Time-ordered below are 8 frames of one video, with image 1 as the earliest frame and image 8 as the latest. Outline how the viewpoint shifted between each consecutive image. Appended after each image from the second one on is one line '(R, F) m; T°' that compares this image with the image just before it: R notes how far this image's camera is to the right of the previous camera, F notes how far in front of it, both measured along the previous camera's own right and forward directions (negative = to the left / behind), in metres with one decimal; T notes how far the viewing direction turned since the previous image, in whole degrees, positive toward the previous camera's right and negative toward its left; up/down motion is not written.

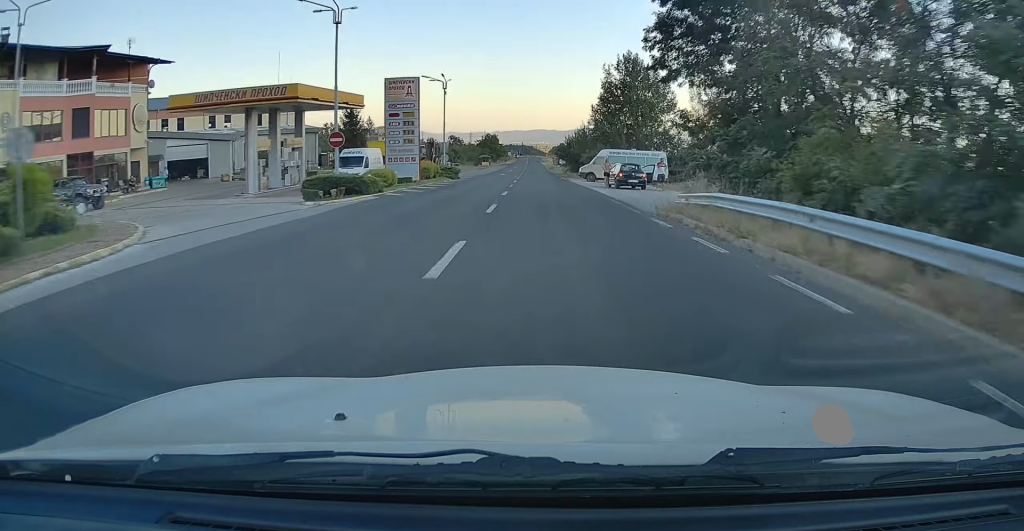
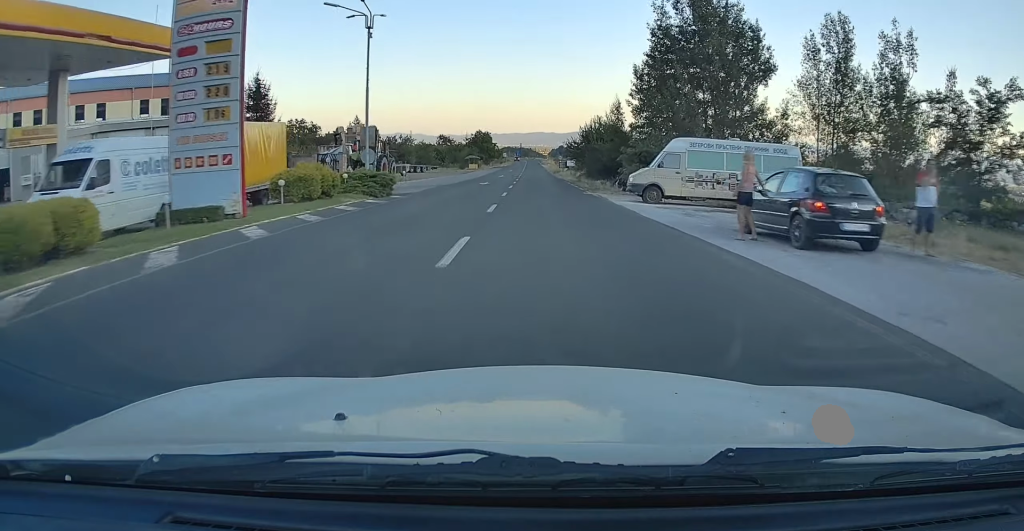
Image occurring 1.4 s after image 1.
(+0.3, +25.3) m; +1°
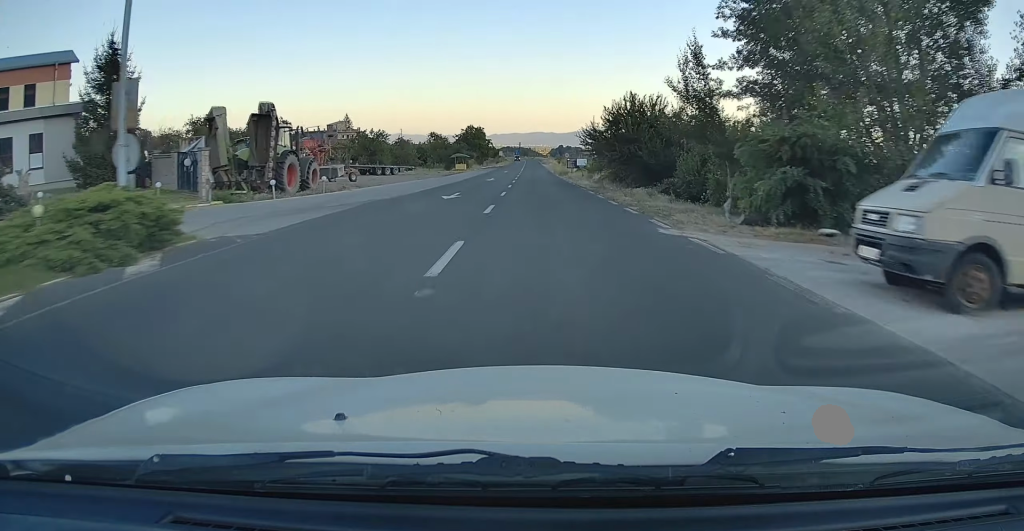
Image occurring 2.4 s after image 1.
(0.0, +18.1) m; 0°
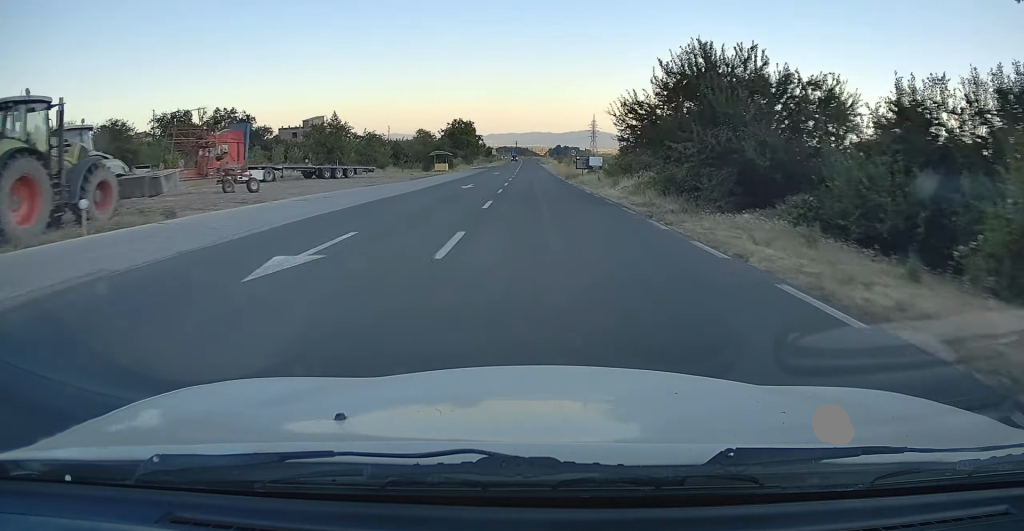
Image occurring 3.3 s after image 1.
(-0.1, +16.9) m; 0°
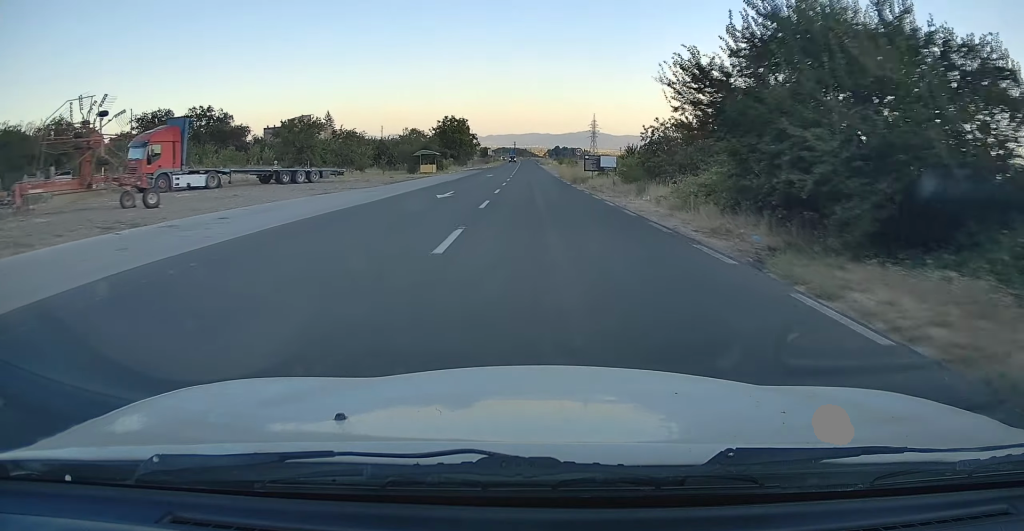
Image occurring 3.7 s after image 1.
(0.0, +8.3) m; 0°
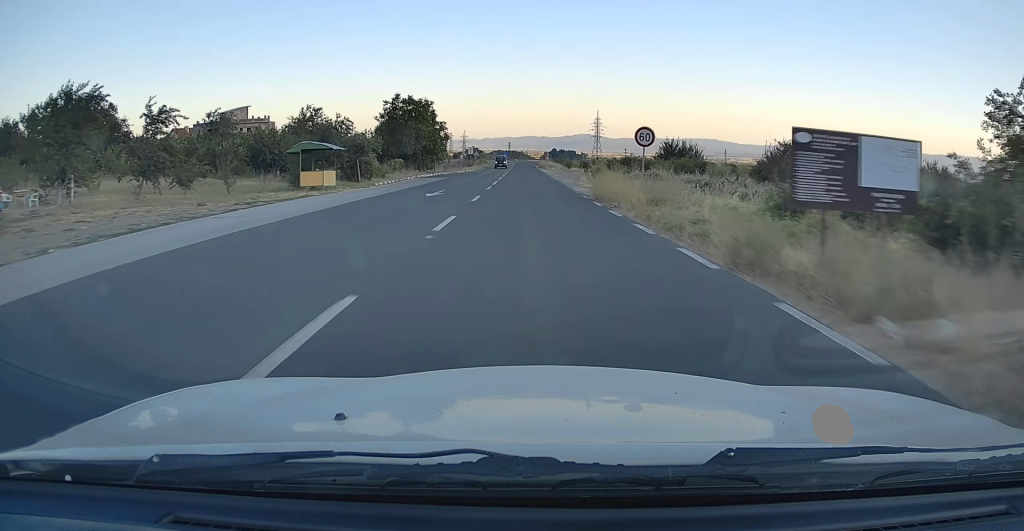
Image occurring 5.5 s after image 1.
(+0.8, +32.8) m; +2°
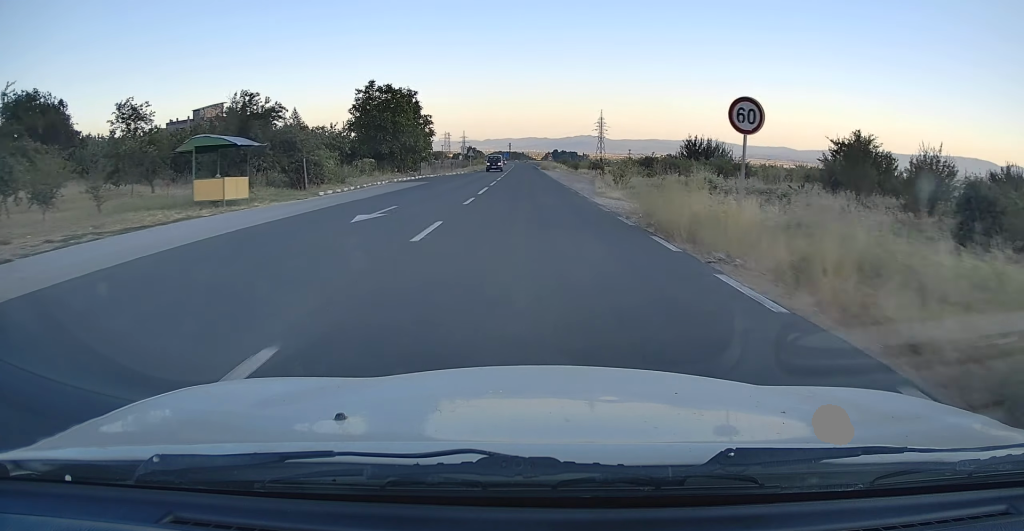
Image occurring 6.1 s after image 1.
(-0.1, +10.8) m; 0°
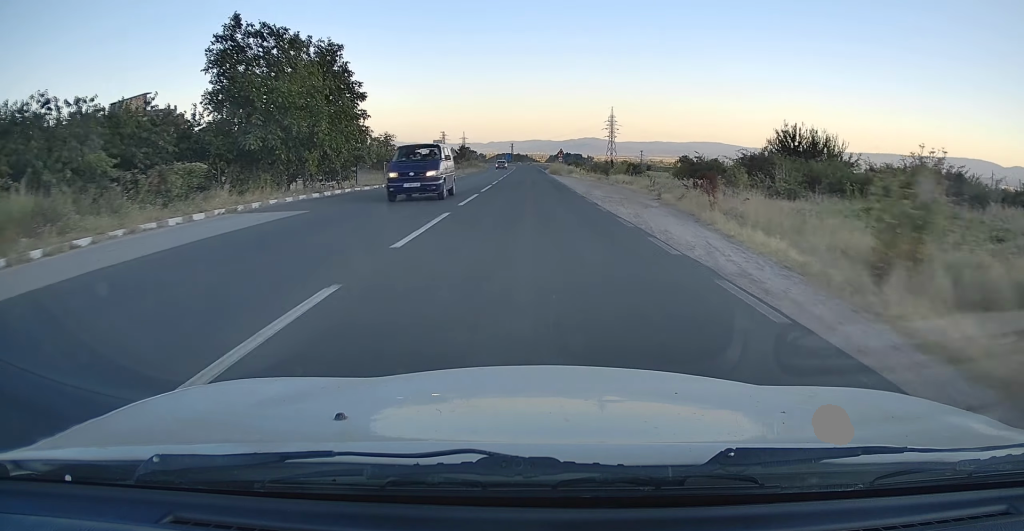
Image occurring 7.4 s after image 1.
(-0.1, +24.2) m; -1°
